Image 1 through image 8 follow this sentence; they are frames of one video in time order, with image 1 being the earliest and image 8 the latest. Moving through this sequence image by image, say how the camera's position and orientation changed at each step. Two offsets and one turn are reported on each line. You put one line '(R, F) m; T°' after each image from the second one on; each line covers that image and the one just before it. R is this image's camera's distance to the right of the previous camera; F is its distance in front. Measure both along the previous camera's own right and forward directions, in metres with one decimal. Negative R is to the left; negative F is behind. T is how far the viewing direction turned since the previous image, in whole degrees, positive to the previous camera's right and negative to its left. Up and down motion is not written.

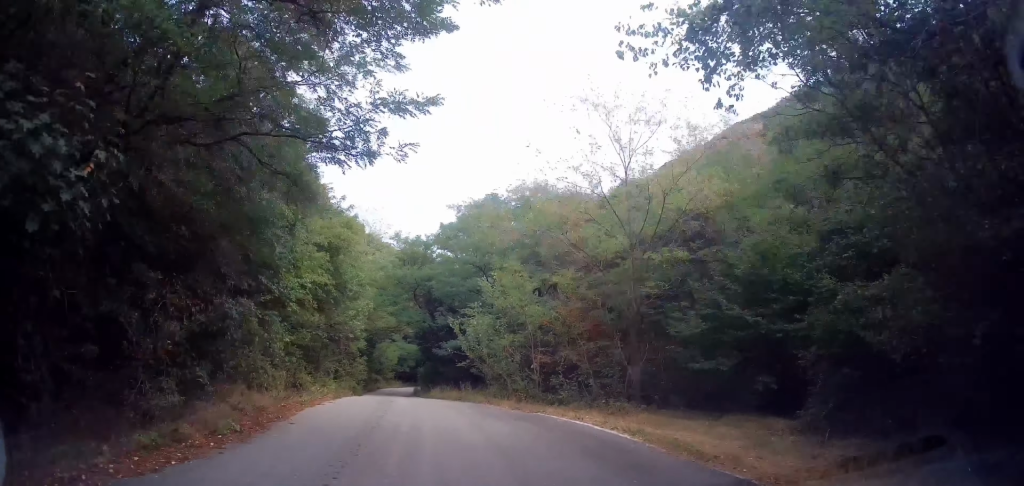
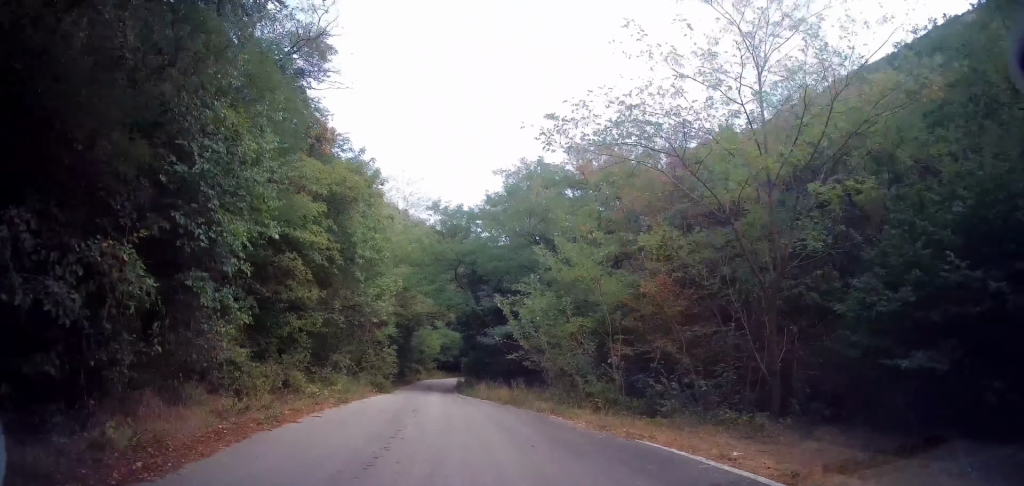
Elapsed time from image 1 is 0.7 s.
(+0.2, +4.8) m; -5°
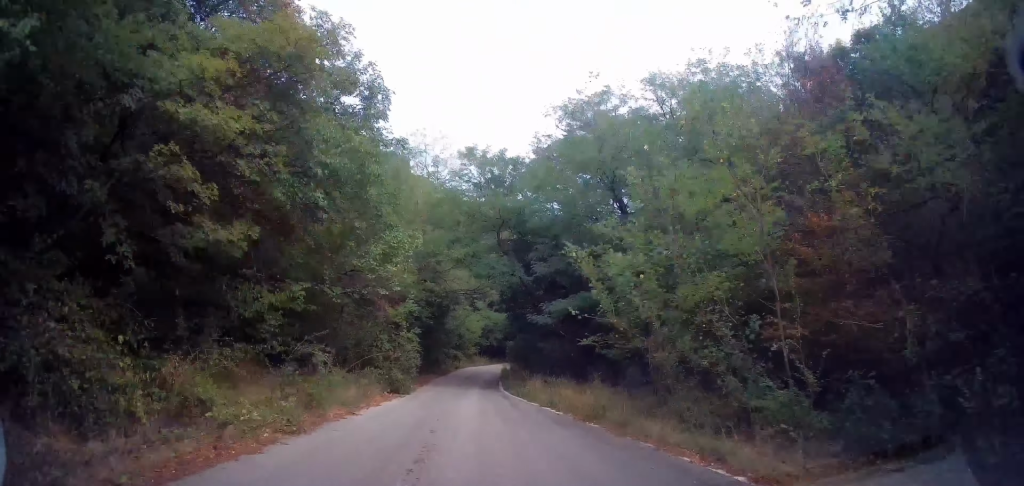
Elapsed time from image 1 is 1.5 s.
(-0.8, +6.0) m; -4°
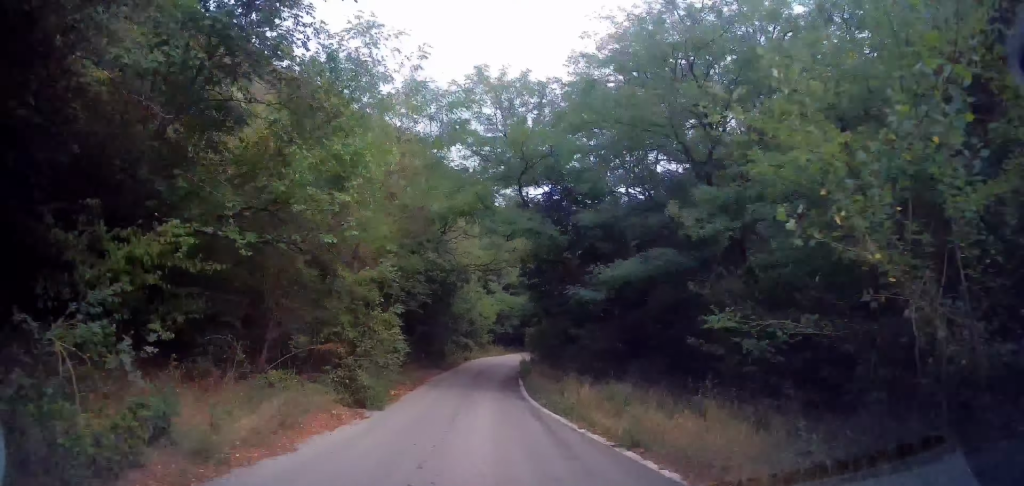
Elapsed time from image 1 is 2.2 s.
(+0.2, +5.9) m; -1°
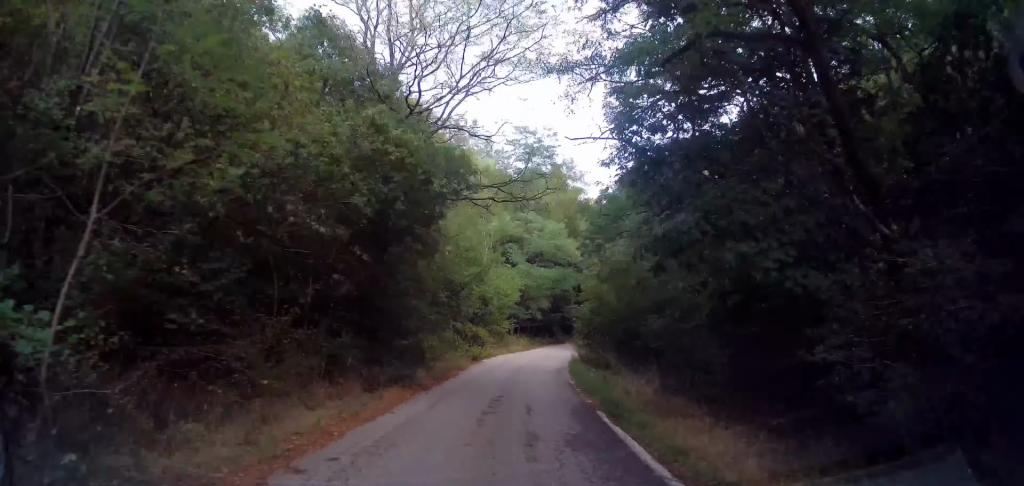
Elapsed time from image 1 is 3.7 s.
(-0.4, +13.2) m; -4°
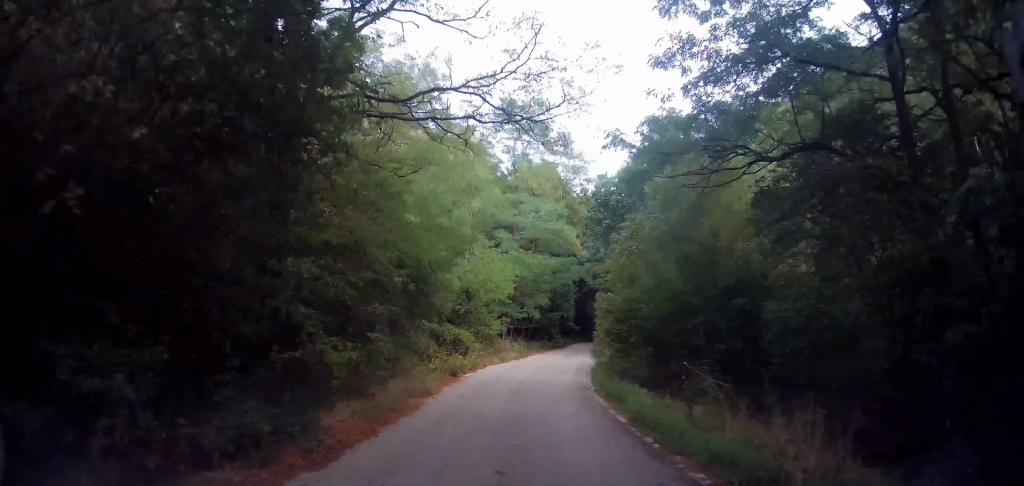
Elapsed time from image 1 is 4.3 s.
(0.0, +6.5) m; +2°
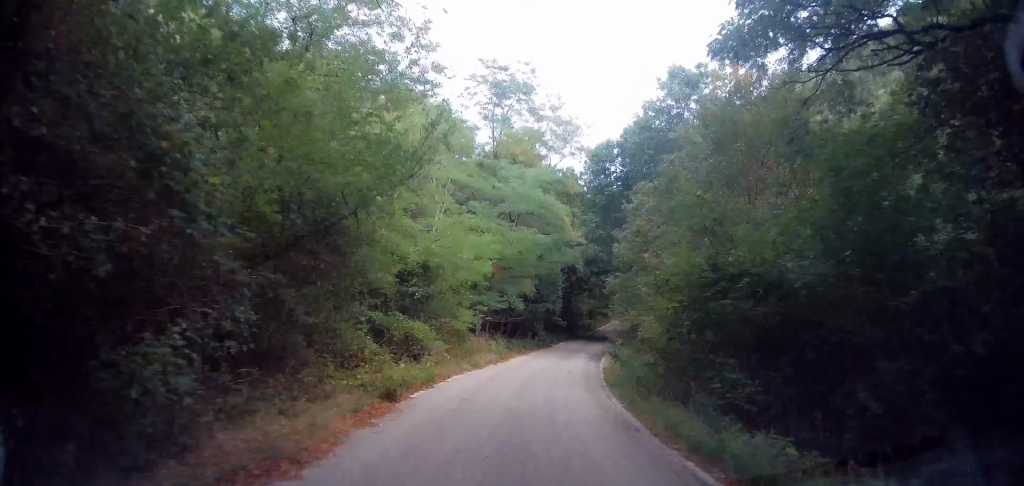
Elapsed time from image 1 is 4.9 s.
(0.0, +6.0) m; +2°
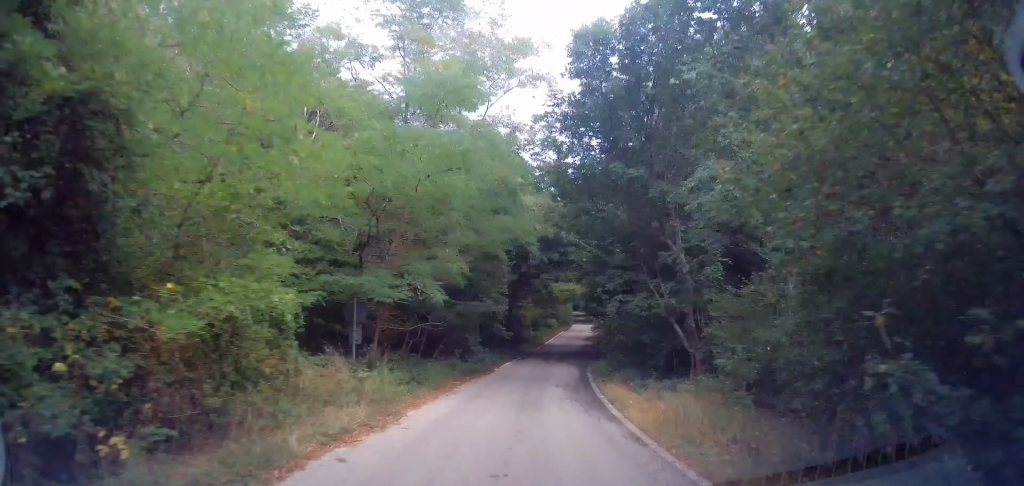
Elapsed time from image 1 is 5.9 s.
(+0.6, +11.1) m; +6°
